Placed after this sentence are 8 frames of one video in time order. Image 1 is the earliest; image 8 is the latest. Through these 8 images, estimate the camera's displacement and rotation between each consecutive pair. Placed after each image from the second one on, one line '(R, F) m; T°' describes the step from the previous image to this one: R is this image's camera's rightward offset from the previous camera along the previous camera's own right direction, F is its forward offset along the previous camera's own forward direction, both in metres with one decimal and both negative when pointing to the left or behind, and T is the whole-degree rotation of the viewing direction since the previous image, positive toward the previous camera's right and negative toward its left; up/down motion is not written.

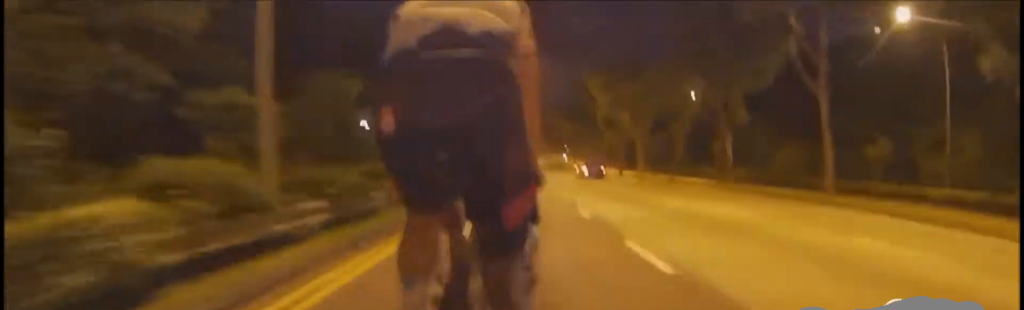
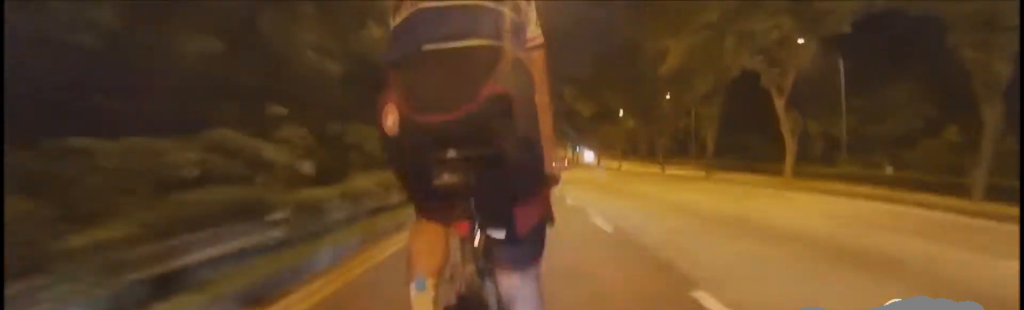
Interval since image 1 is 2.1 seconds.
(+1.3, +27.2) m; +3°
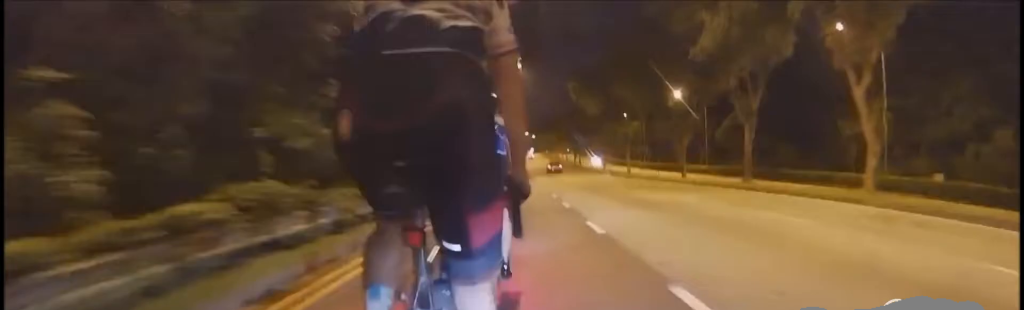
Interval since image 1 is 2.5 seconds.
(+0.3, +5.7) m; -3°
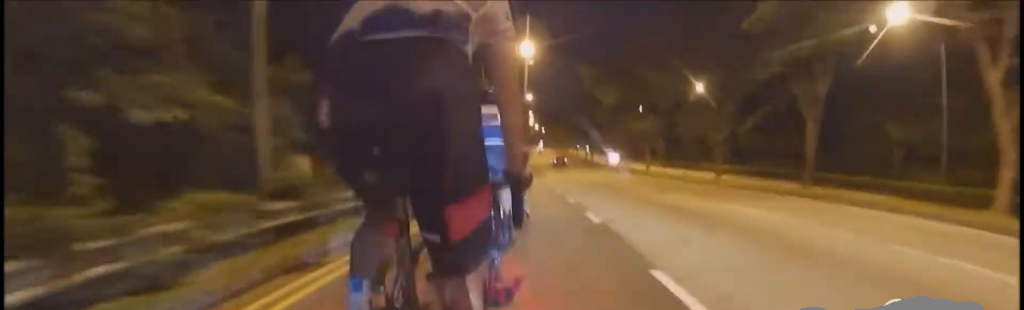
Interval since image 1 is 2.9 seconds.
(-0.4, +5.2) m; 0°
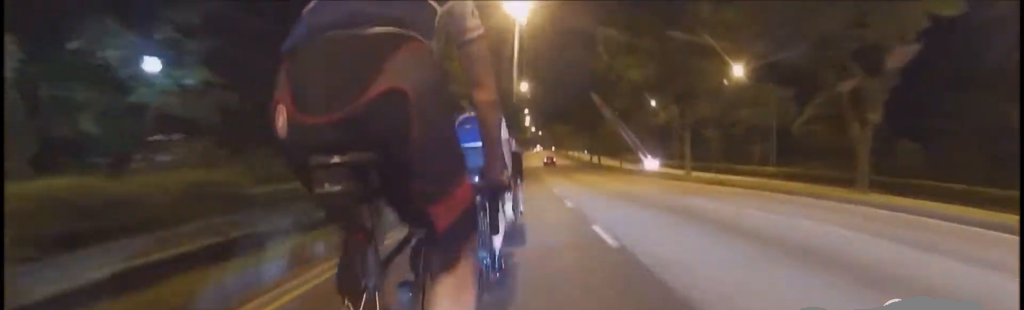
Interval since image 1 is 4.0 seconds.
(-0.3, +14.3) m; 0°
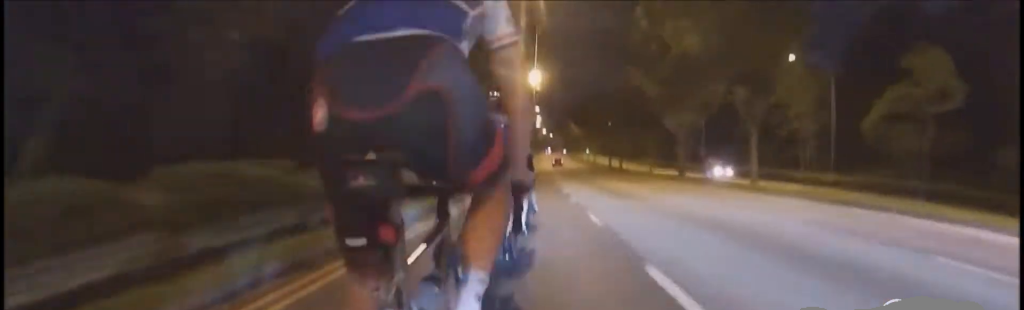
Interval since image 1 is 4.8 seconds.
(+0.6, +9.6) m; 0°
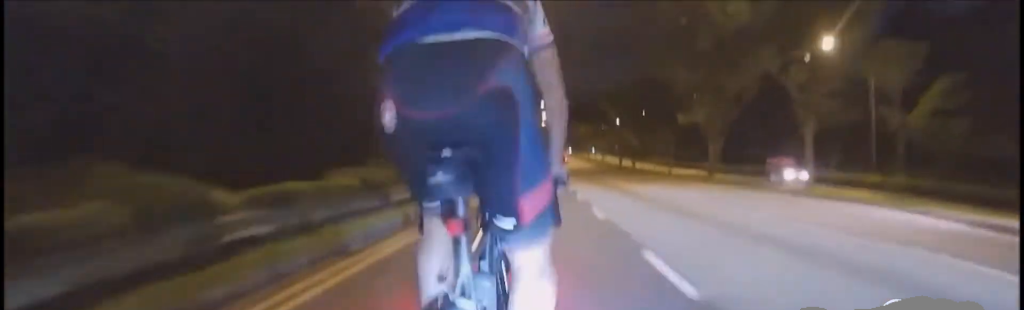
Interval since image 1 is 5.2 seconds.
(-0.6, +5.3) m; 0°
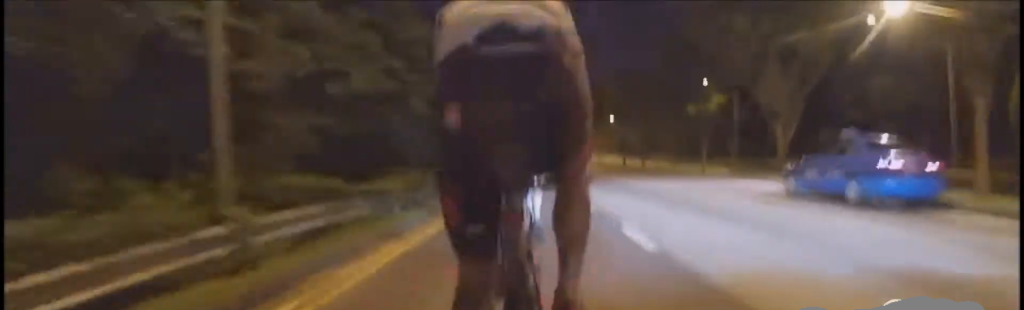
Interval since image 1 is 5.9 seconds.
(-0.2, +10.1) m; +2°
